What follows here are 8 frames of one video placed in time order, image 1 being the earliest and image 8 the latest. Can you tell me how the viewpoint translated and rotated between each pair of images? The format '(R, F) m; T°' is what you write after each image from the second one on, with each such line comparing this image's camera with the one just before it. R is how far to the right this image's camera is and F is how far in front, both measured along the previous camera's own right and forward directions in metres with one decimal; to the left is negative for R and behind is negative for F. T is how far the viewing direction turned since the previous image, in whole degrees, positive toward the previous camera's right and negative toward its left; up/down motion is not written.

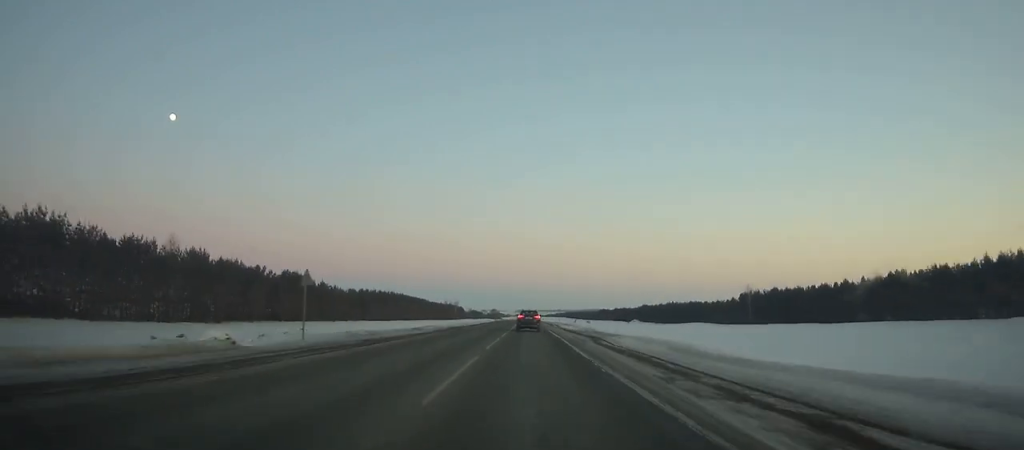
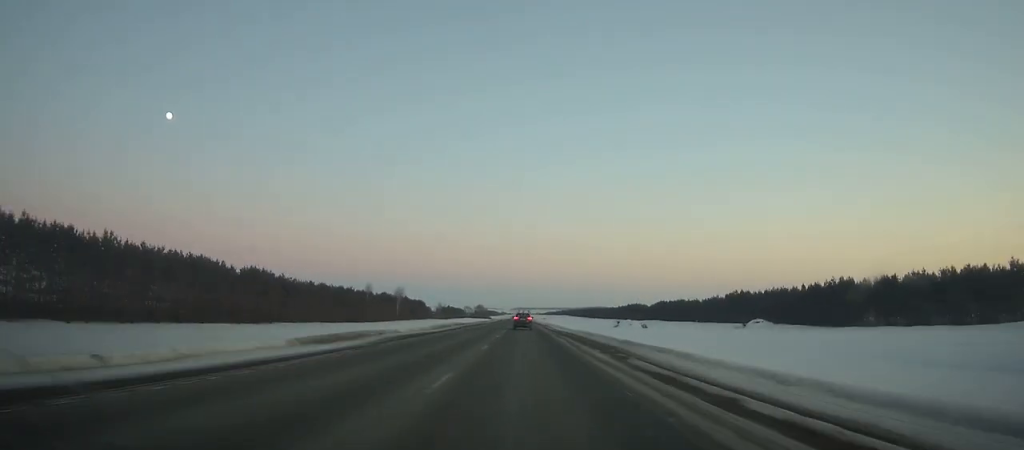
(-0.2, +161.0) m; 0°
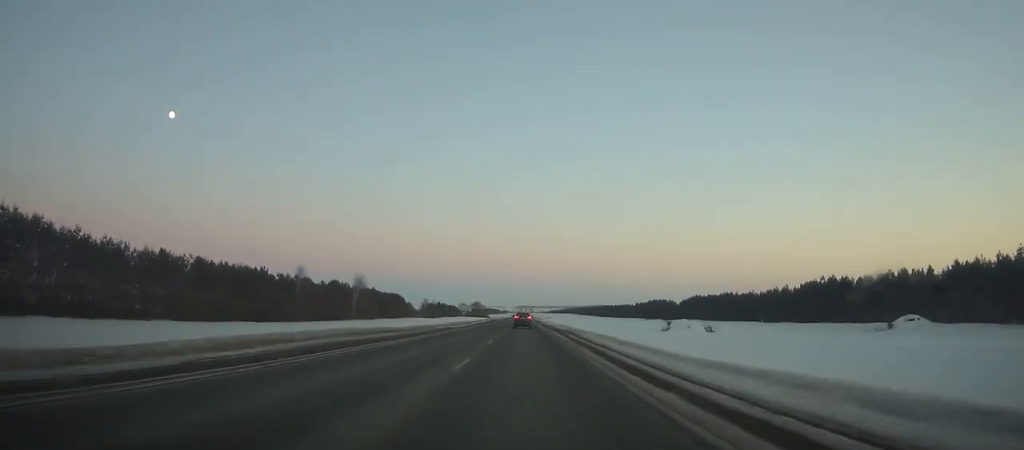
(0.0, +56.5) m; 0°
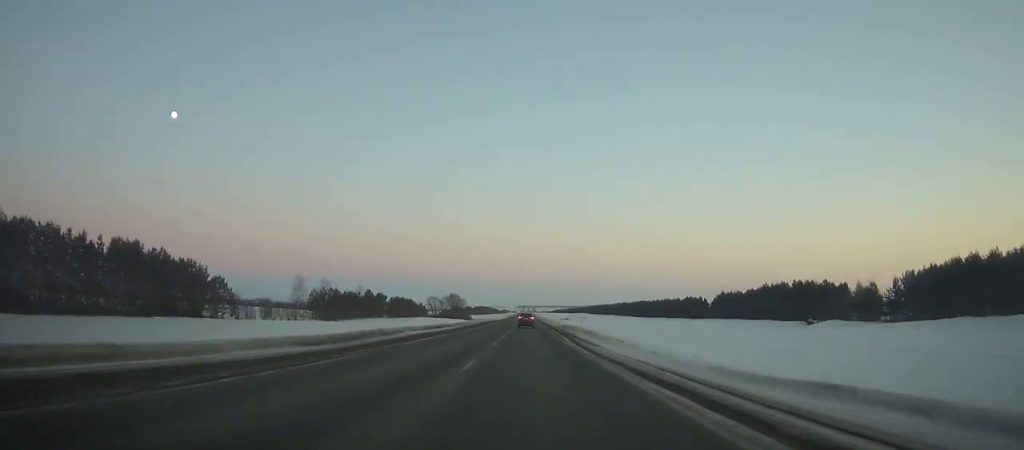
(-0.5, +153.7) m; 0°
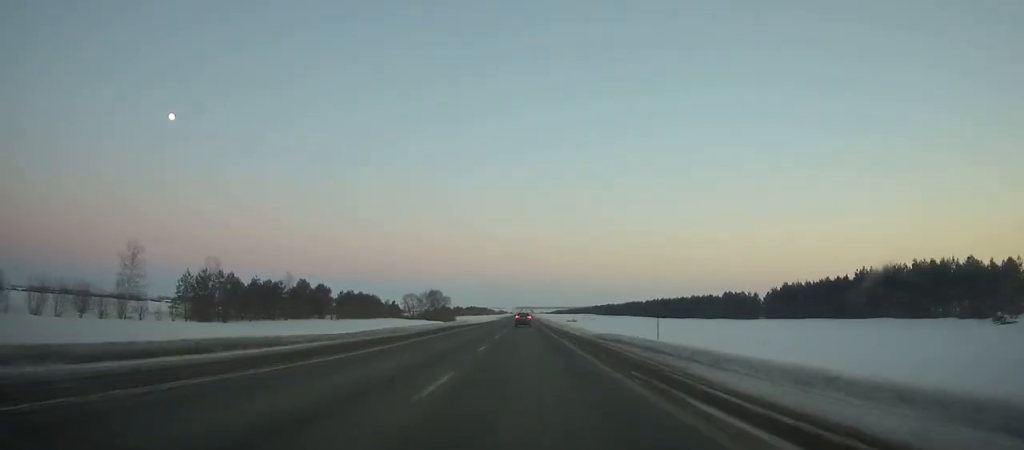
(+0.1, +52.9) m; 0°
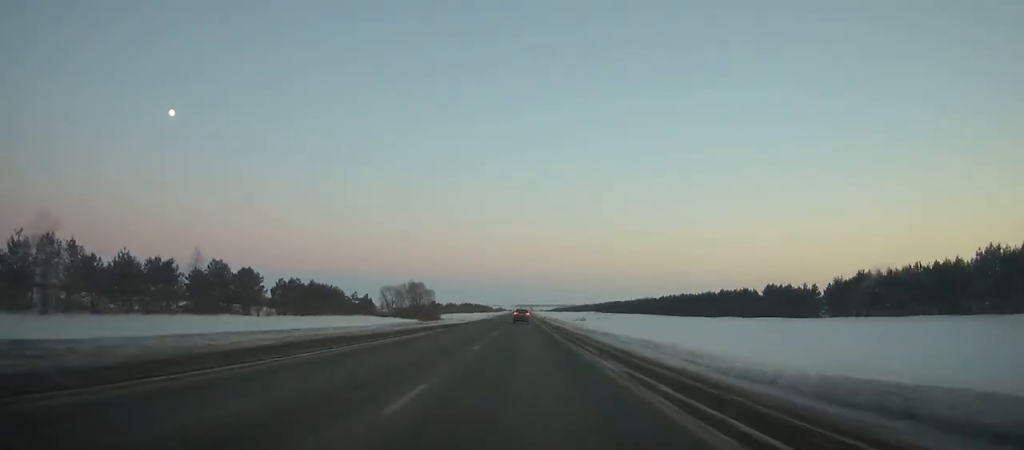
(+0.1, +36.2) m; 0°
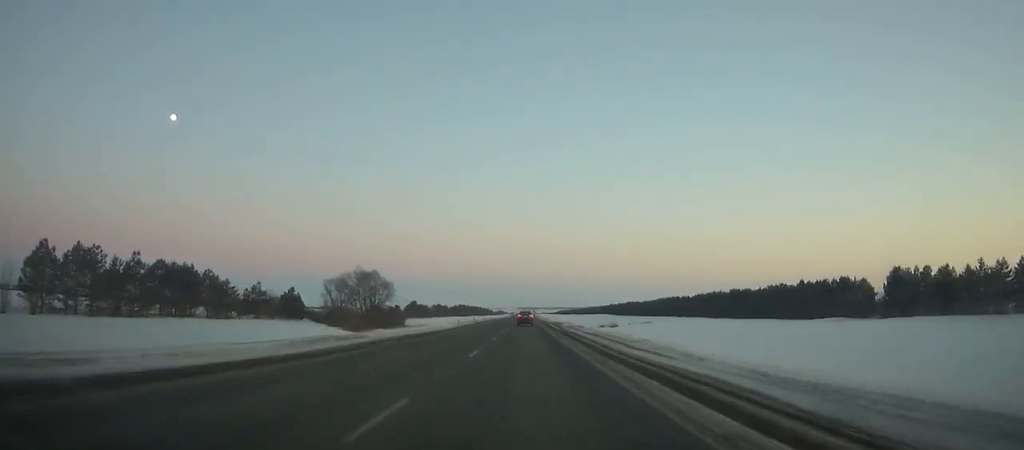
(-0.1, +61.6) m; 0°
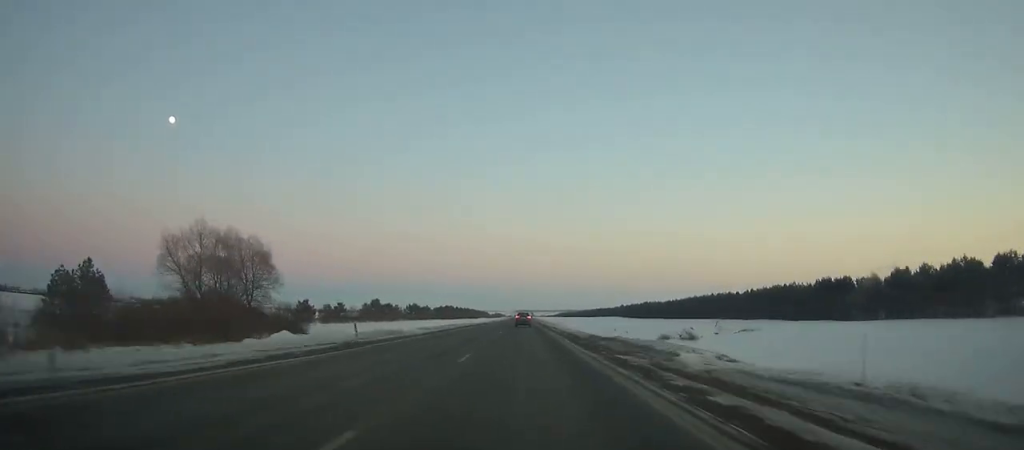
(0.0, +61.6) m; 0°
